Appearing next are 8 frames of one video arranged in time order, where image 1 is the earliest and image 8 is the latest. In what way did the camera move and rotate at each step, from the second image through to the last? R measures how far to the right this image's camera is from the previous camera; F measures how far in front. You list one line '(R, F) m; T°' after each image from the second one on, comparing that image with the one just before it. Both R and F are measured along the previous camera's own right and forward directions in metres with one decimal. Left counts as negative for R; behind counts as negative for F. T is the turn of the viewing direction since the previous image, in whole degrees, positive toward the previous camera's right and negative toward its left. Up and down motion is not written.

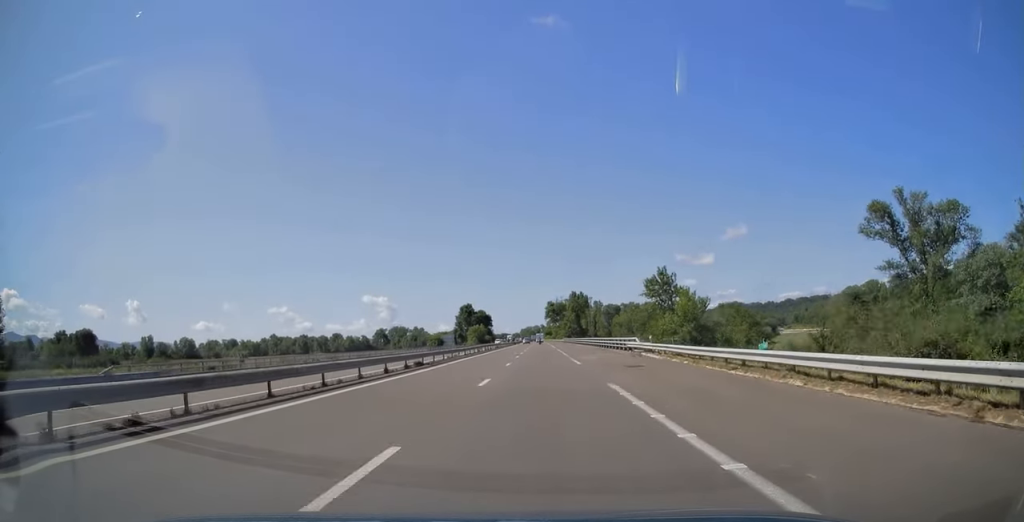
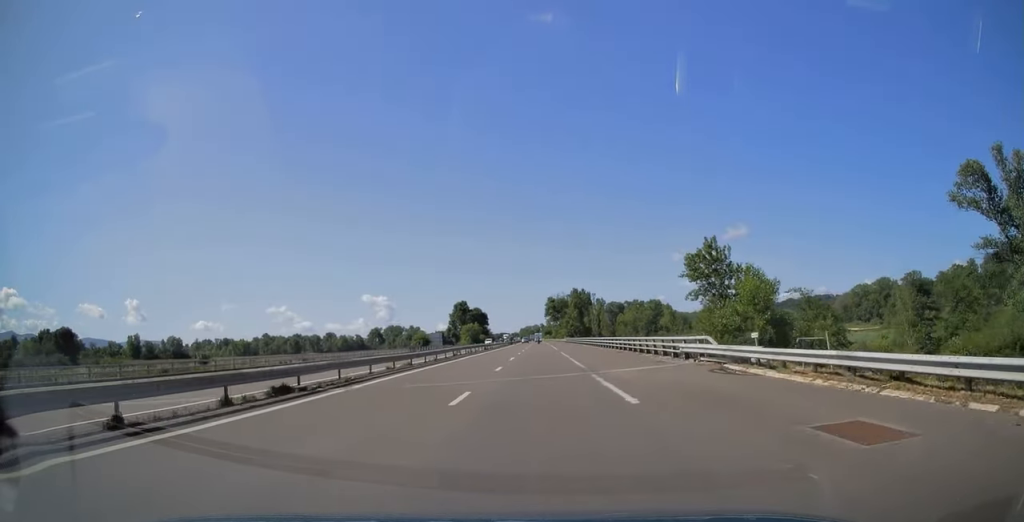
(0.0, +18.2) m; 0°
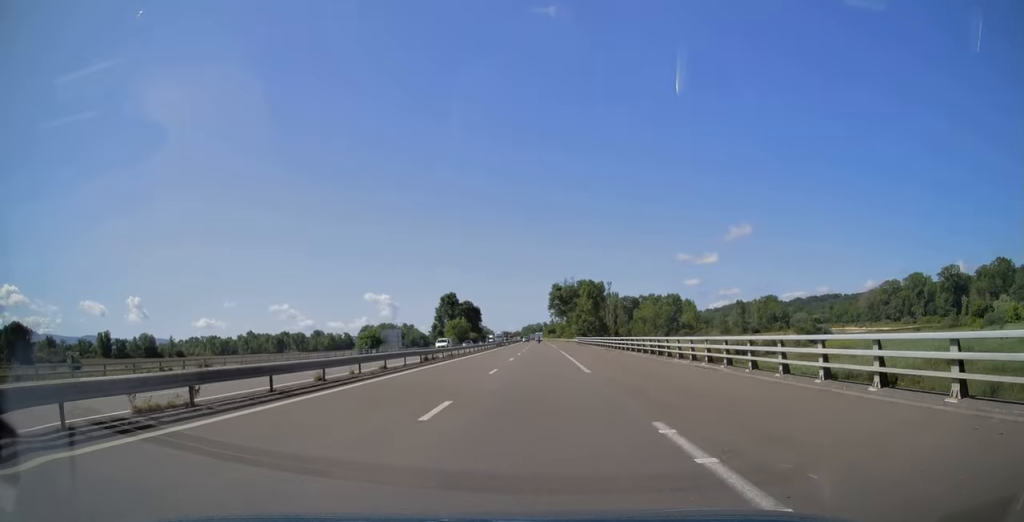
(-0.1, +41.4) m; 0°
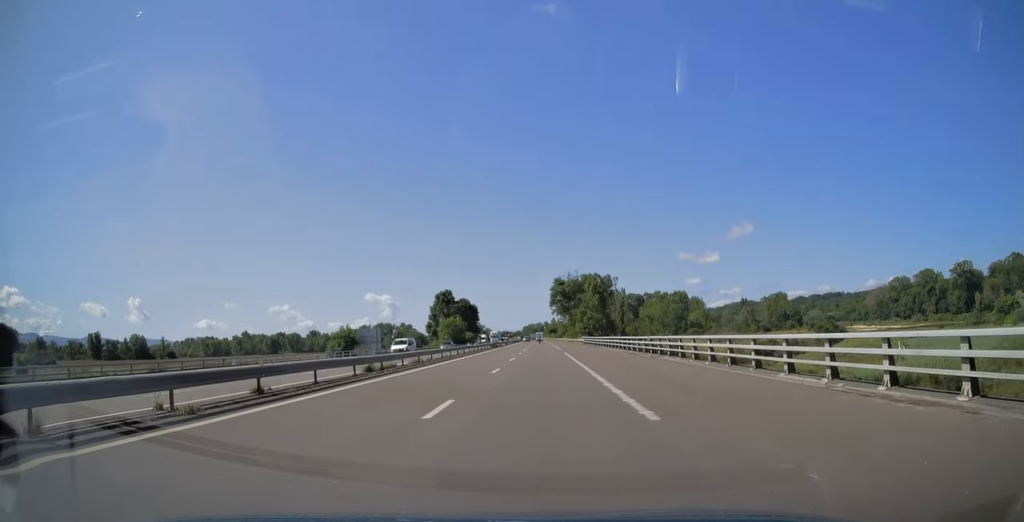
(0.0, +12.8) m; 0°
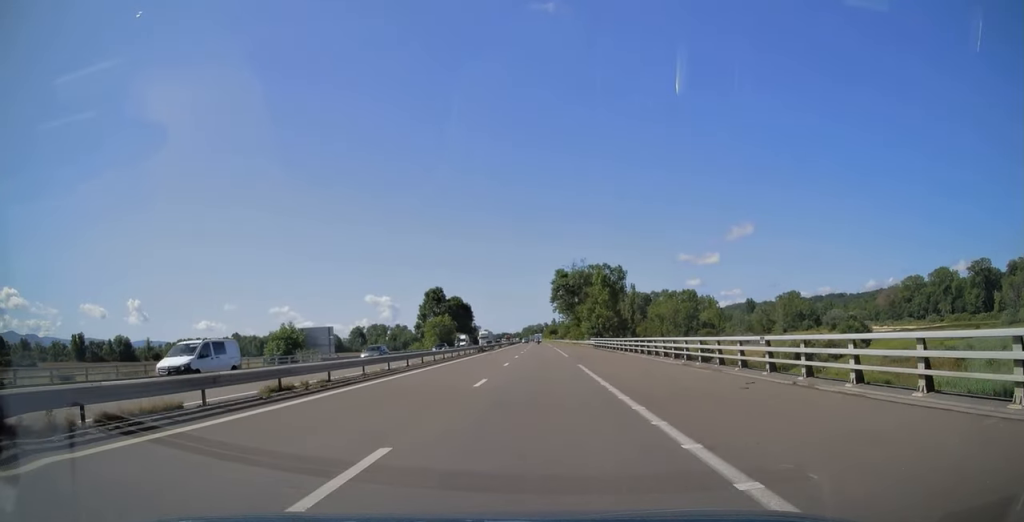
(0.0, +18.7) m; 0°
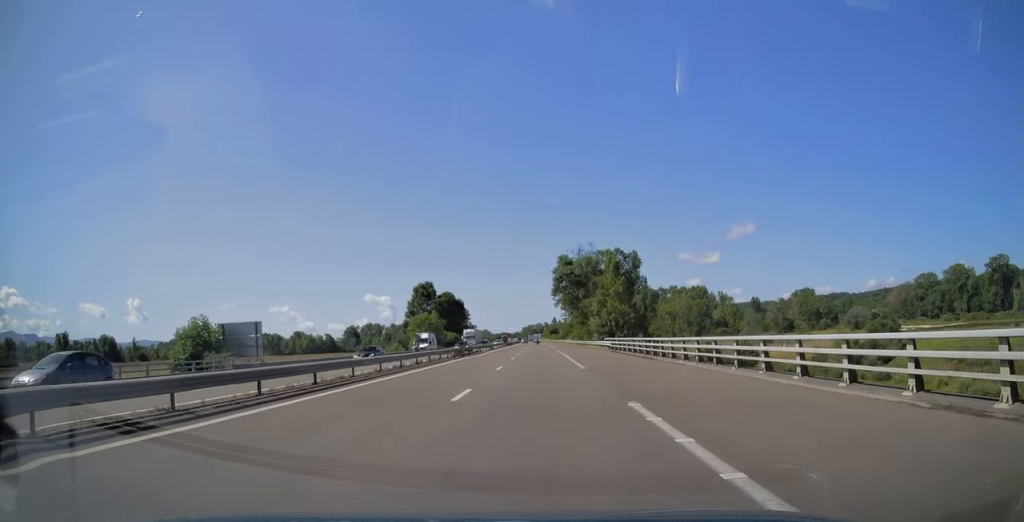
(-0.1, +17.3) m; 0°
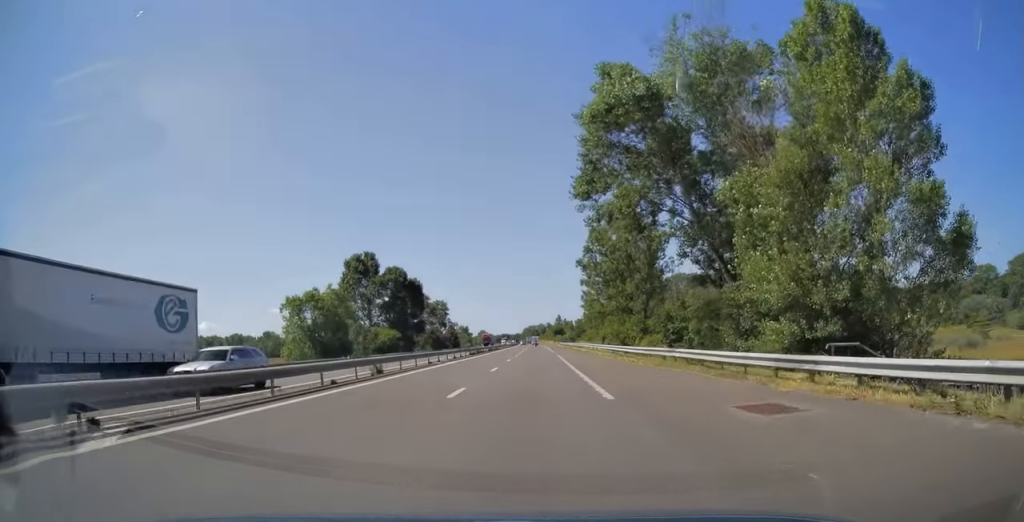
(+0.2, +64.1) m; 0°
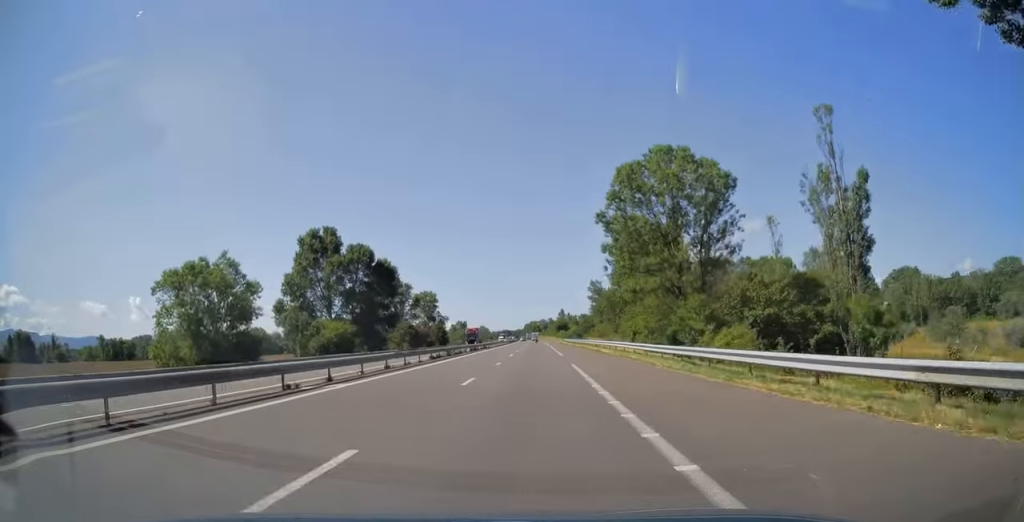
(0.0, +23.1) m; 0°
